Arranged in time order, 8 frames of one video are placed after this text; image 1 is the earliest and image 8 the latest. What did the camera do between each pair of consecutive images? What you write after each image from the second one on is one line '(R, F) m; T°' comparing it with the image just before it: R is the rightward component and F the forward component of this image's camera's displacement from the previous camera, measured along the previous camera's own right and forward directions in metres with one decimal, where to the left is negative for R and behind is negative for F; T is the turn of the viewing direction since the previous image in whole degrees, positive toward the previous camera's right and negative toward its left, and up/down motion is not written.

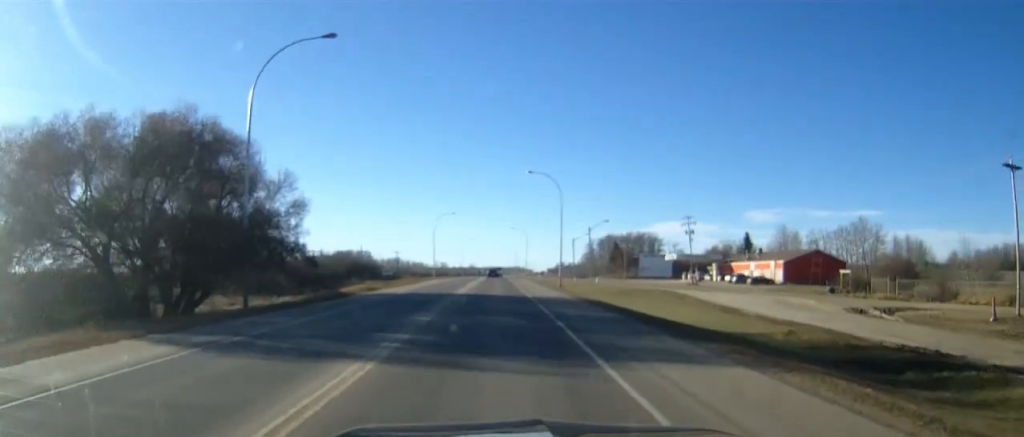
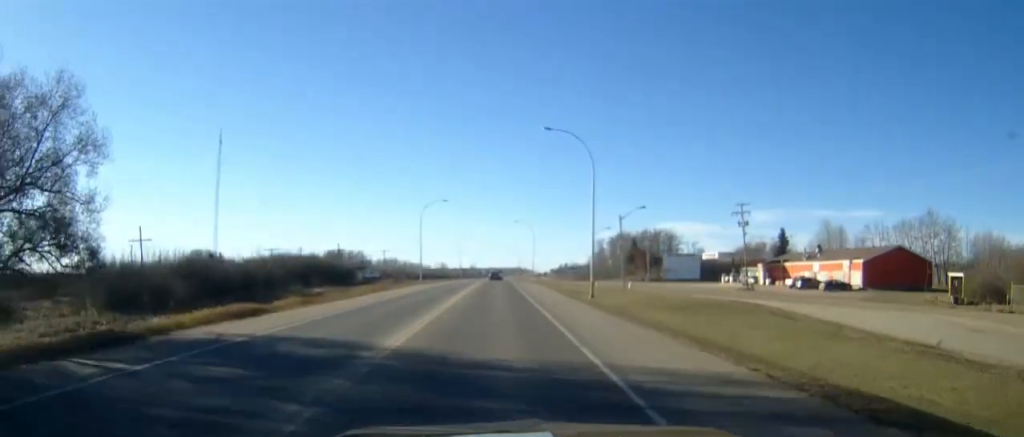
(0.0, +26.6) m; 0°
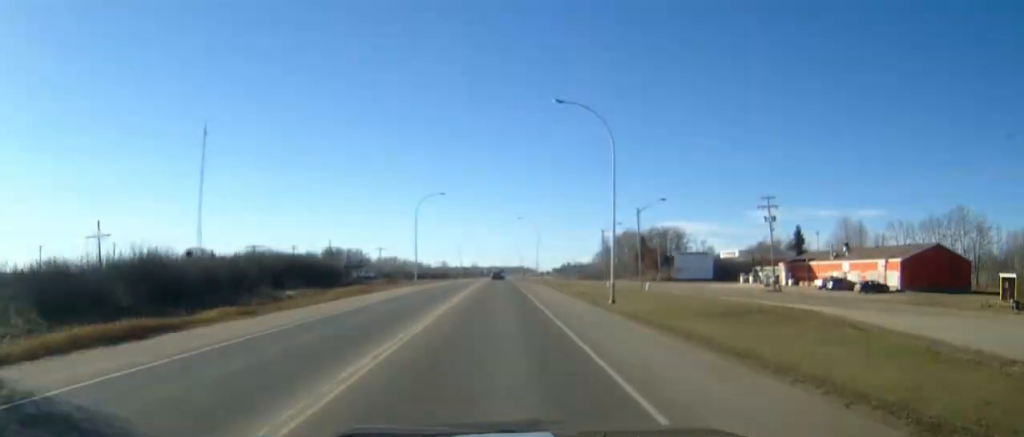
(0.0, +9.2) m; 0°
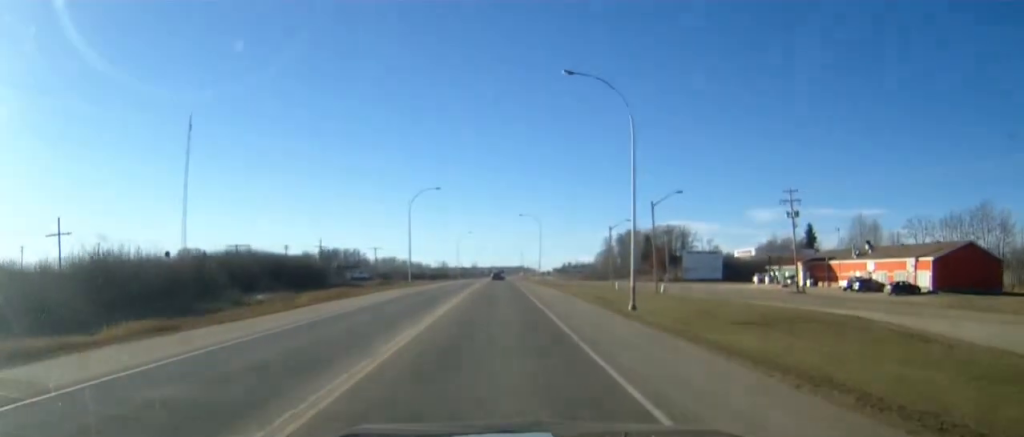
(0.0, +7.0) m; 0°
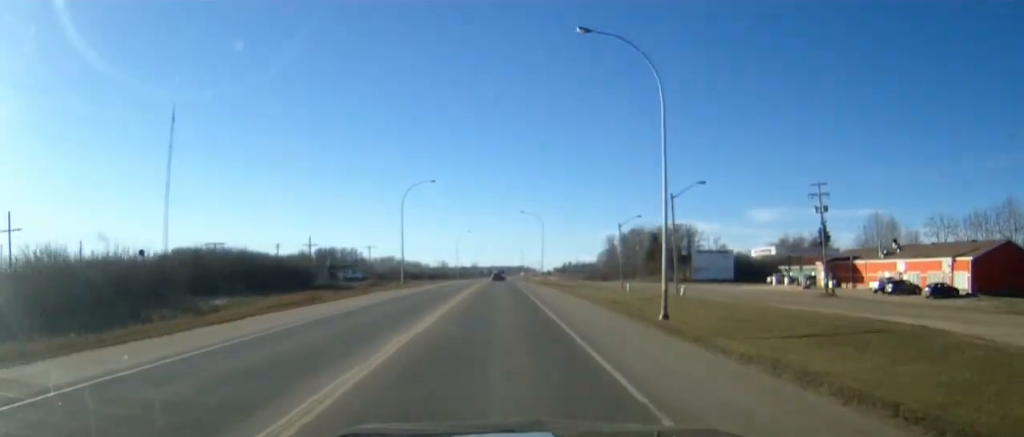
(0.0, +7.6) m; 0°
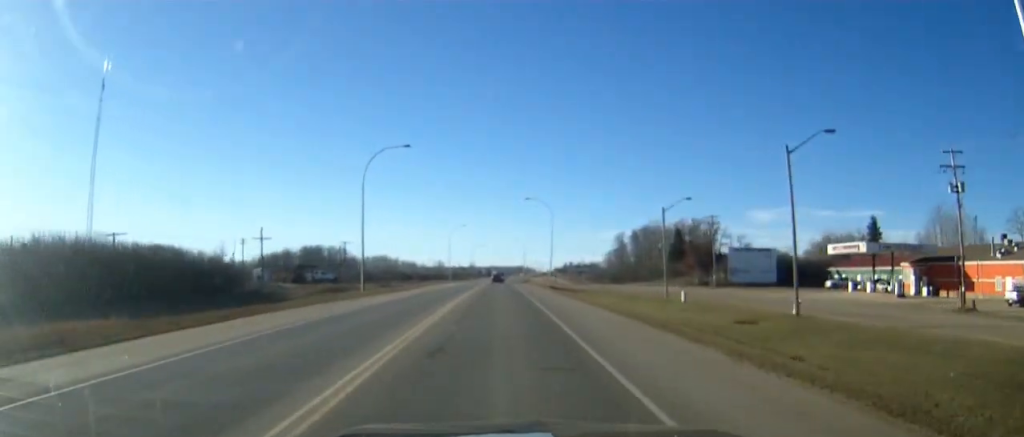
(0.0, +24.9) m; 0°
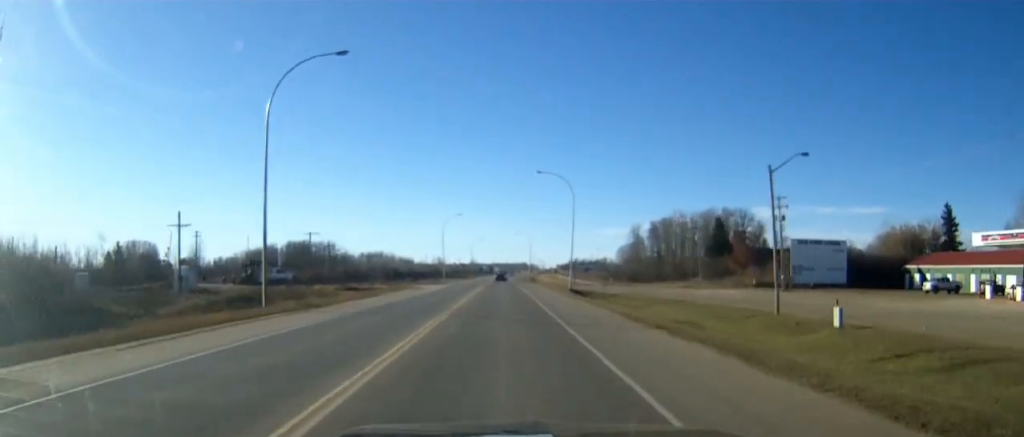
(0.0, +27.0) m; 0°
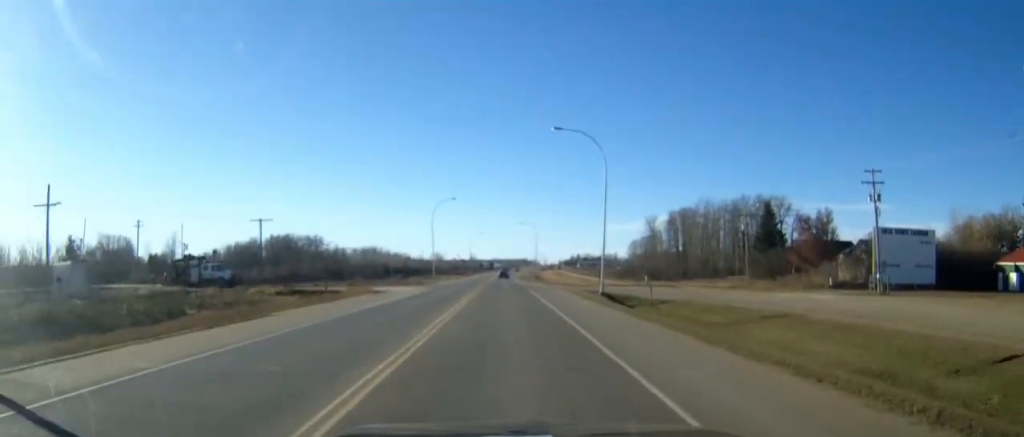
(-0.1, +23.5) m; 0°
